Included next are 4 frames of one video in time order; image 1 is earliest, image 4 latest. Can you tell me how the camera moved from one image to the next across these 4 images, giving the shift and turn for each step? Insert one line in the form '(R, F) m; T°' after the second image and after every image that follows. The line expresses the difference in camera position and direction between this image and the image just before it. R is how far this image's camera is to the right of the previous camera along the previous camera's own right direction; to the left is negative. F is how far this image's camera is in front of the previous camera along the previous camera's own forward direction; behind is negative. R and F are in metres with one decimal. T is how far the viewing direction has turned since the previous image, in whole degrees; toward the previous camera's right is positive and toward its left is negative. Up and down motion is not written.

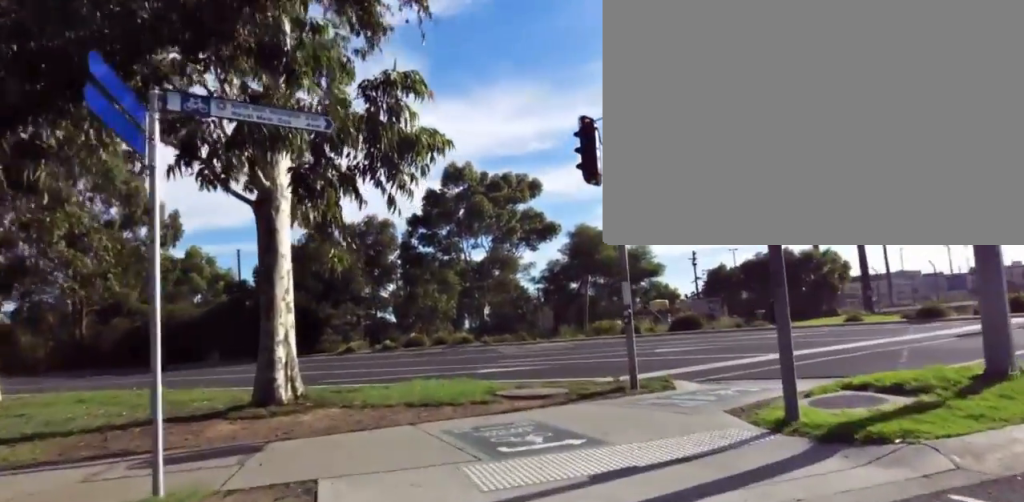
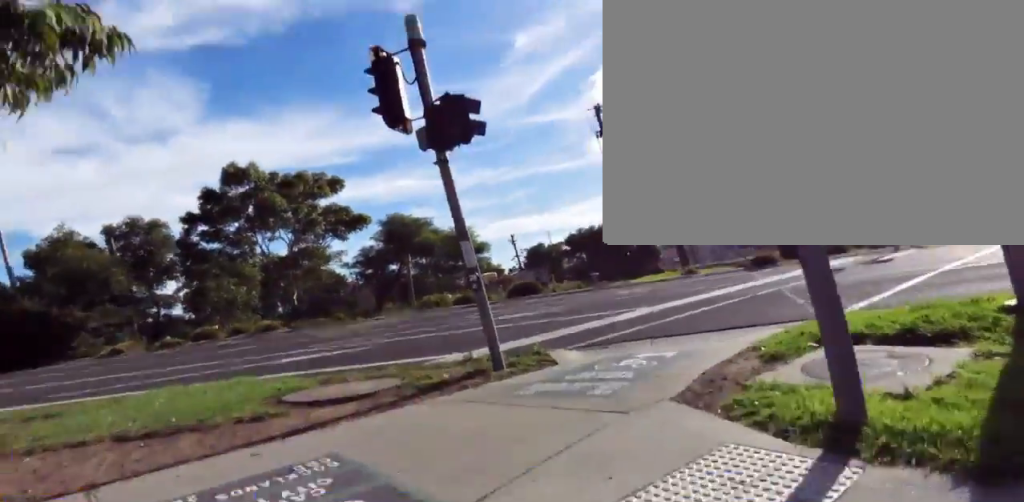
(+0.3, +2.4) m; +9°
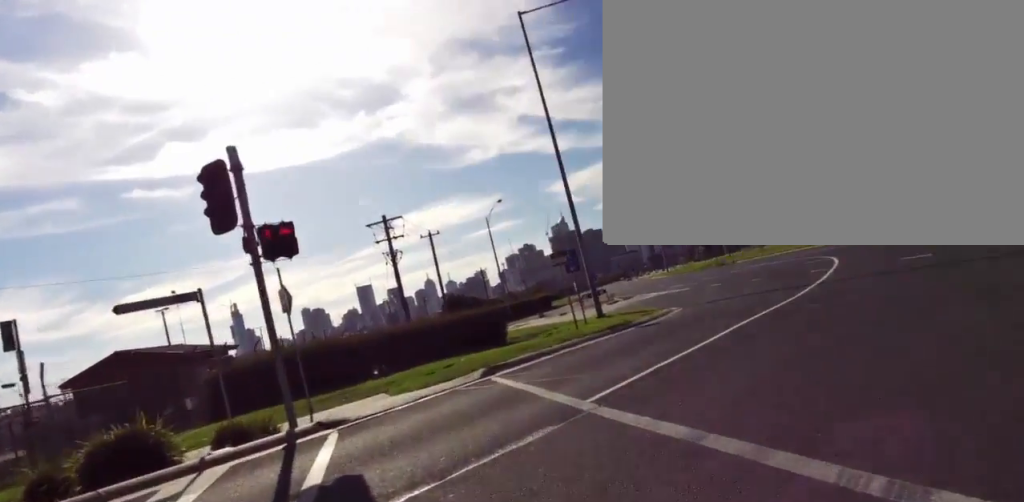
(+2.2, +10.1) m; +10°
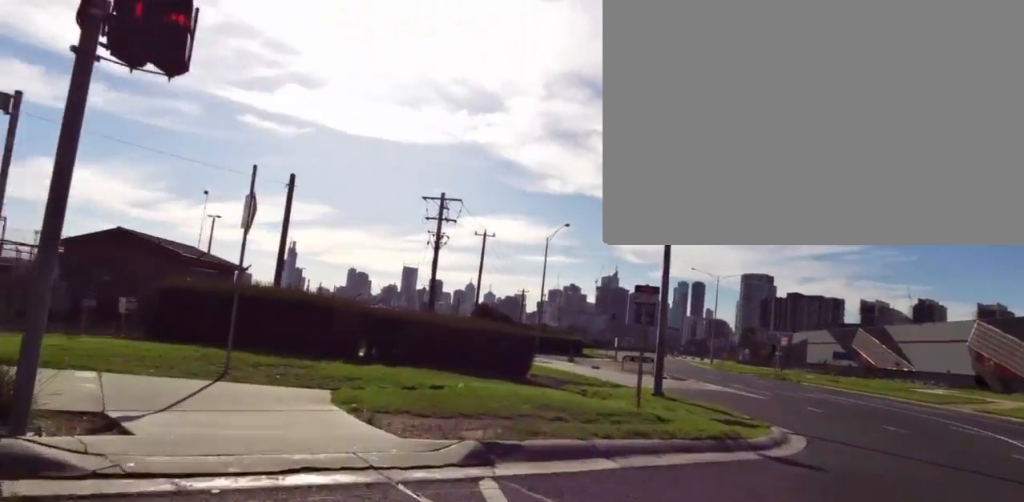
(-0.7, +4.3) m; -29°
